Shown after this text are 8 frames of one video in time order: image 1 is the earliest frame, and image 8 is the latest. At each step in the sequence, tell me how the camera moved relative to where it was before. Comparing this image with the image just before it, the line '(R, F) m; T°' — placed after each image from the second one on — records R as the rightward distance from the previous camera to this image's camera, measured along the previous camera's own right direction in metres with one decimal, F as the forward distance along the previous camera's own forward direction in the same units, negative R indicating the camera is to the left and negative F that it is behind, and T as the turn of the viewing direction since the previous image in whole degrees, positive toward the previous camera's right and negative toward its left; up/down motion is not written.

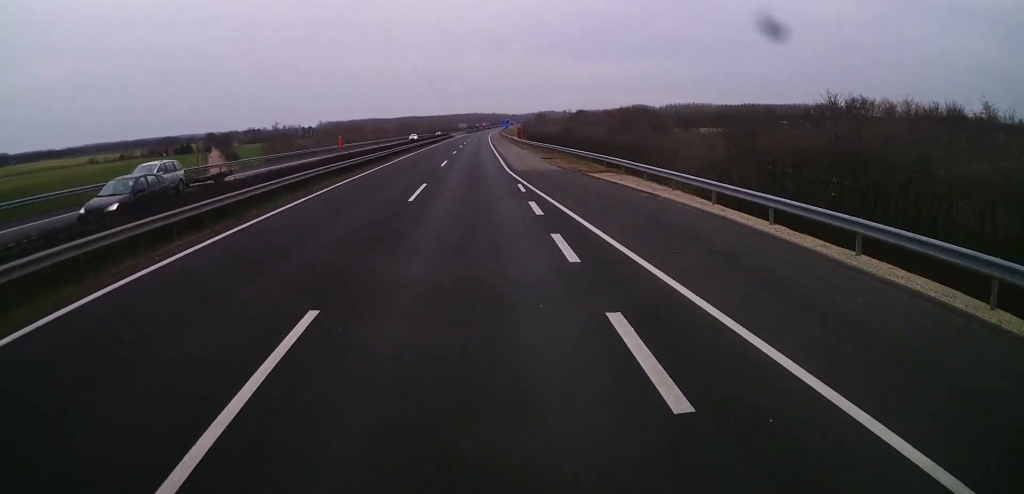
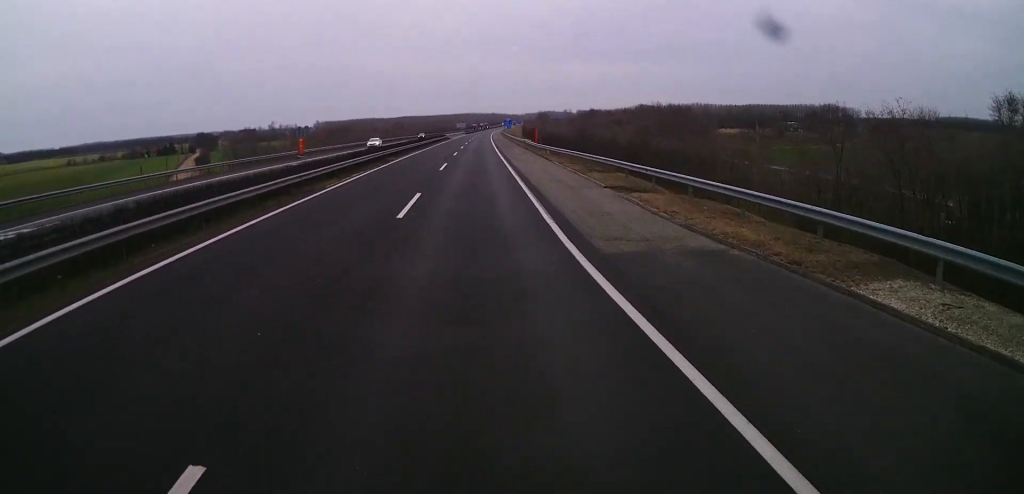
(0.0, +22.5) m; 0°
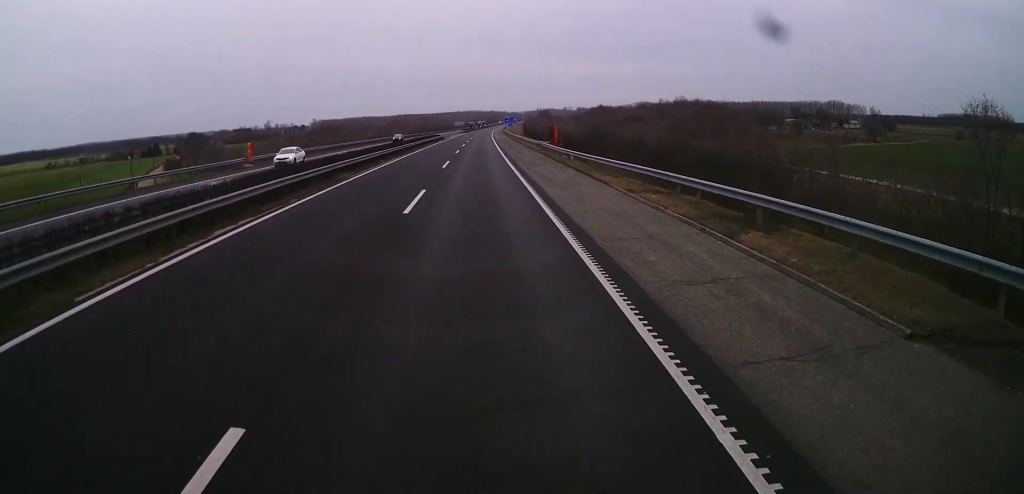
(0.0, +17.8) m; 0°
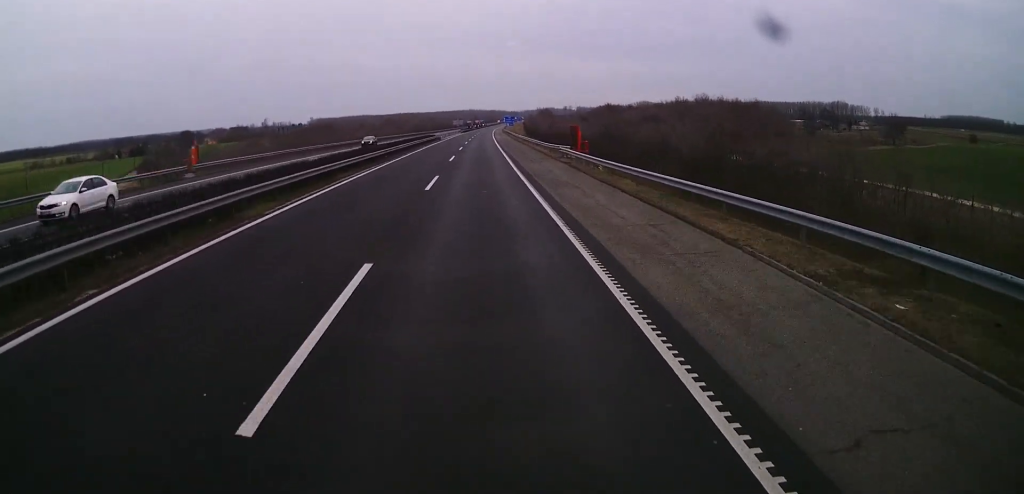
(-0.1, +12.4) m; 0°
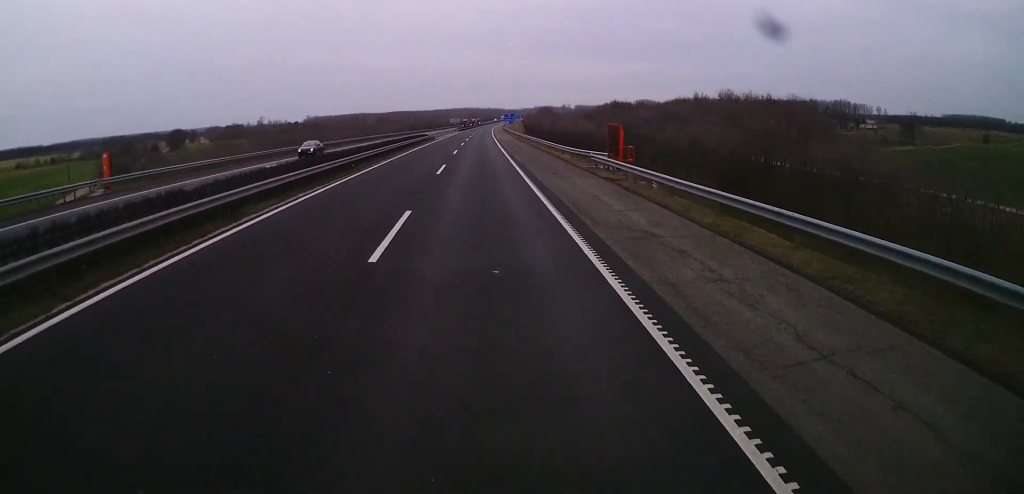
(+0.1, +12.4) m; 0°
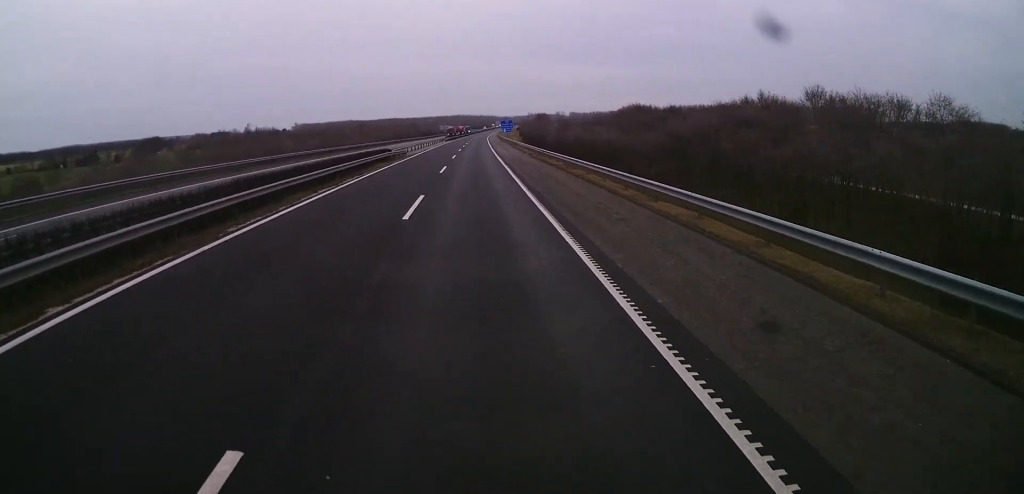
(-0.1, +31.0) m; 0°
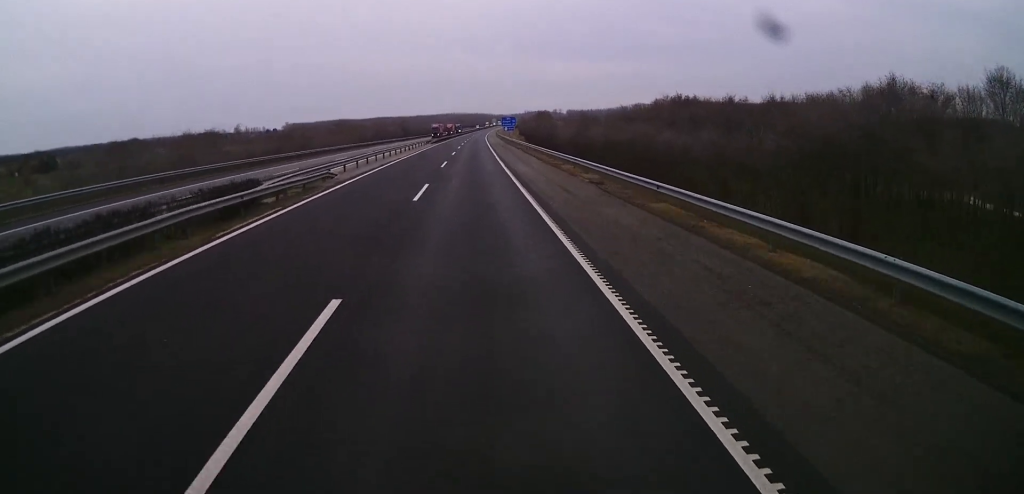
(+0.3, +32.5) m; +1°
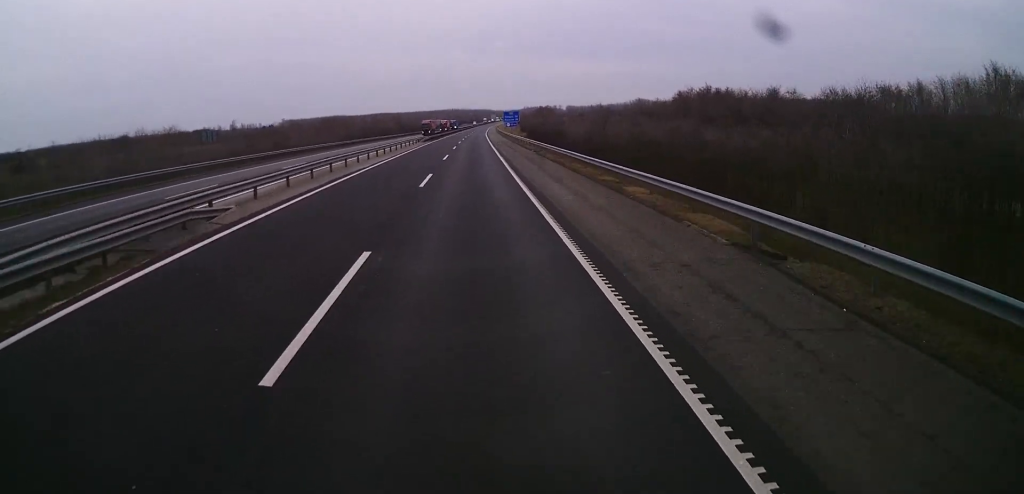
(0.0, +15.5) m; 0°
